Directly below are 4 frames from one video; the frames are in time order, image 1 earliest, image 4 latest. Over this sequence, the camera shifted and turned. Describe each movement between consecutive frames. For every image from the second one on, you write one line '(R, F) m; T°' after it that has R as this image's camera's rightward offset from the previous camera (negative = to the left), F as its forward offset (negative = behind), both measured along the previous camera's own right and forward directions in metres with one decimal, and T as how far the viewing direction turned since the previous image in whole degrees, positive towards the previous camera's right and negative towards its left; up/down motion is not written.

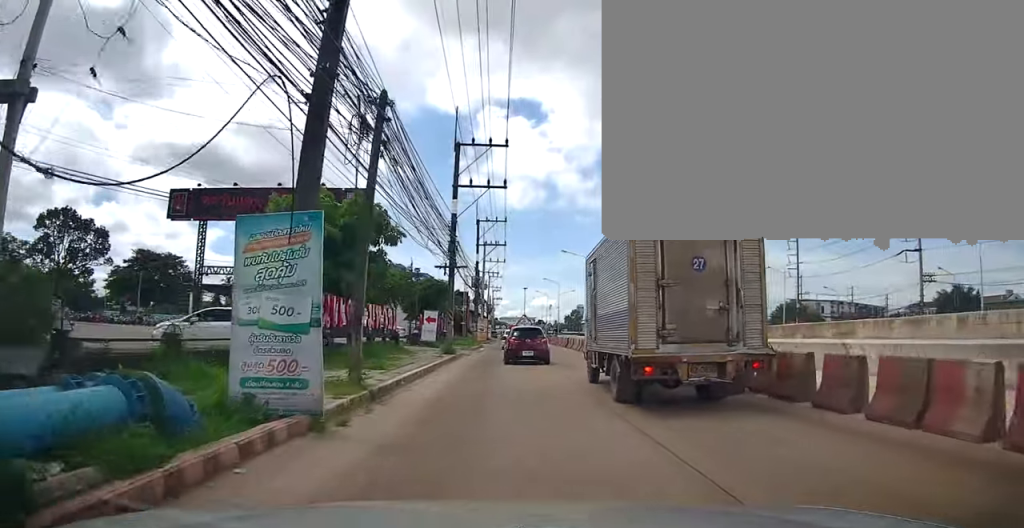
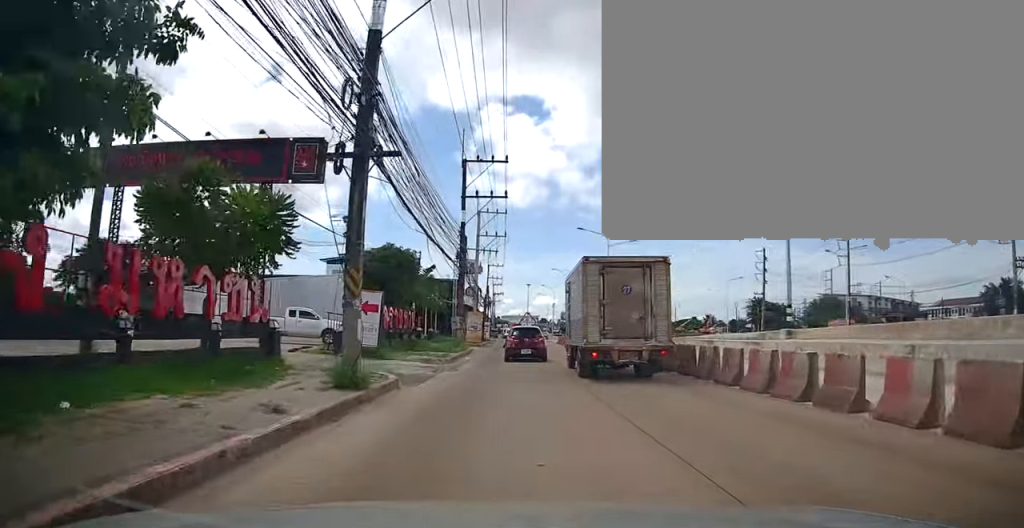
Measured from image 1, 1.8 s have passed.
(+1.1, +16.8) m; +3°
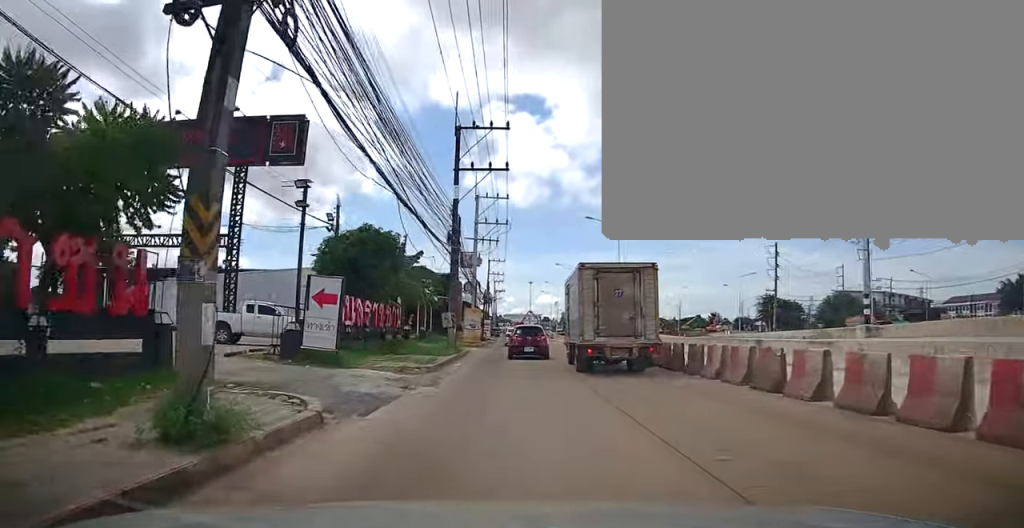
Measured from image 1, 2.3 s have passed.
(0.0, +5.1) m; -3°
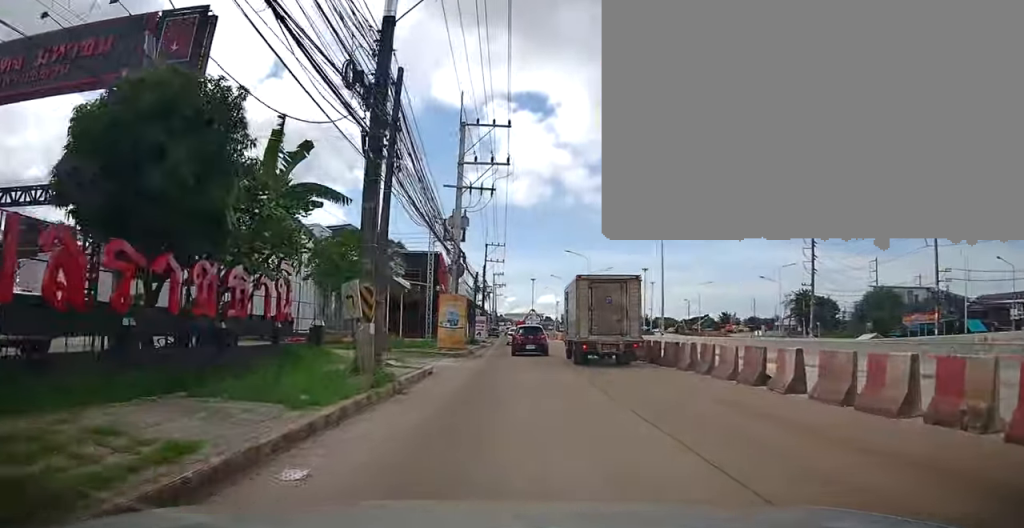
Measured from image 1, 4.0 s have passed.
(-0.7, +15.3) m; 0°
